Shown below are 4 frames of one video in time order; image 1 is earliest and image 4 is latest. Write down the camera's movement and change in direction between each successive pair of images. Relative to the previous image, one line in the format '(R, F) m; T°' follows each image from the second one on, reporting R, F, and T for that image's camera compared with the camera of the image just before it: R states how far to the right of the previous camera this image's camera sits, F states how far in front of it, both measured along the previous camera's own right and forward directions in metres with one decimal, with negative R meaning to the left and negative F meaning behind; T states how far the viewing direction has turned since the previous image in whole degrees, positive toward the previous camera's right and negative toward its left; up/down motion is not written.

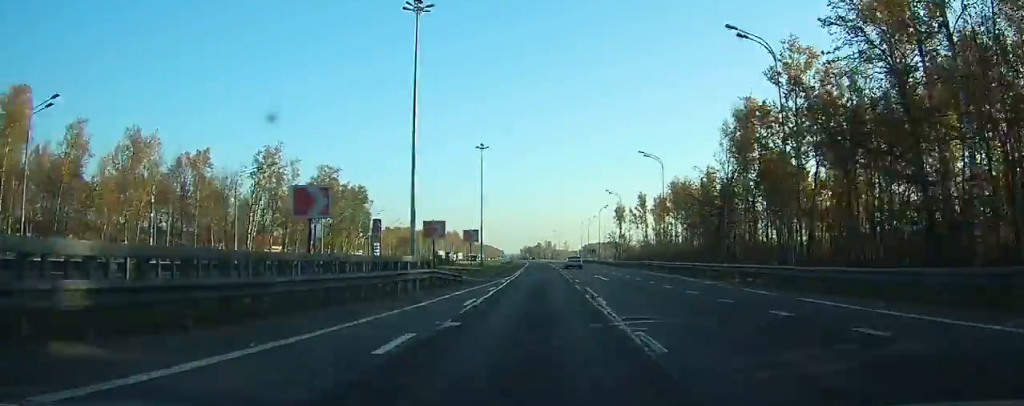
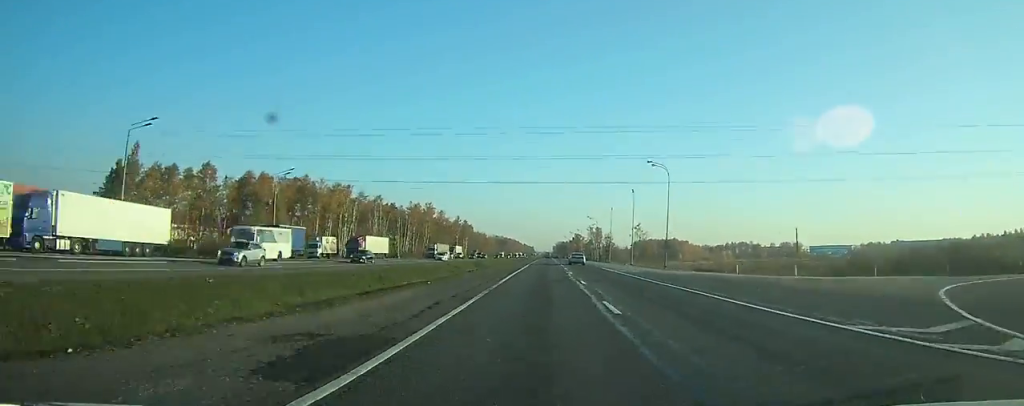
(-3.8, +178.6) m; -3°
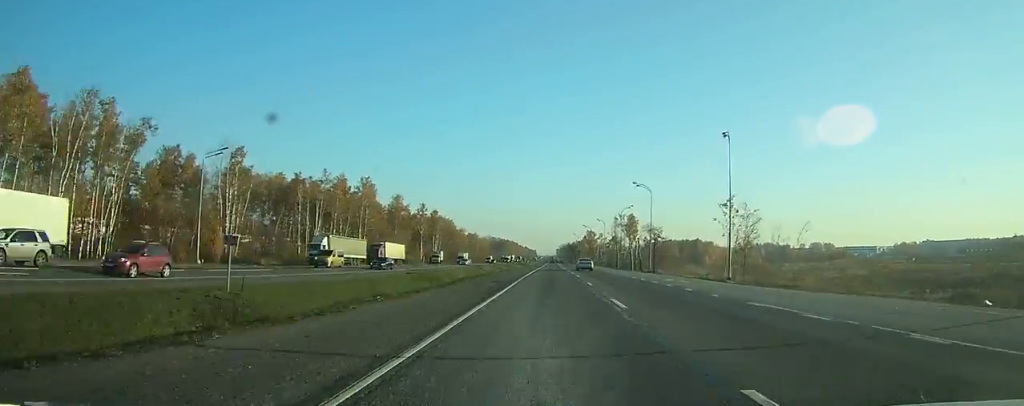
(-0.5, +82.0) m; 0°
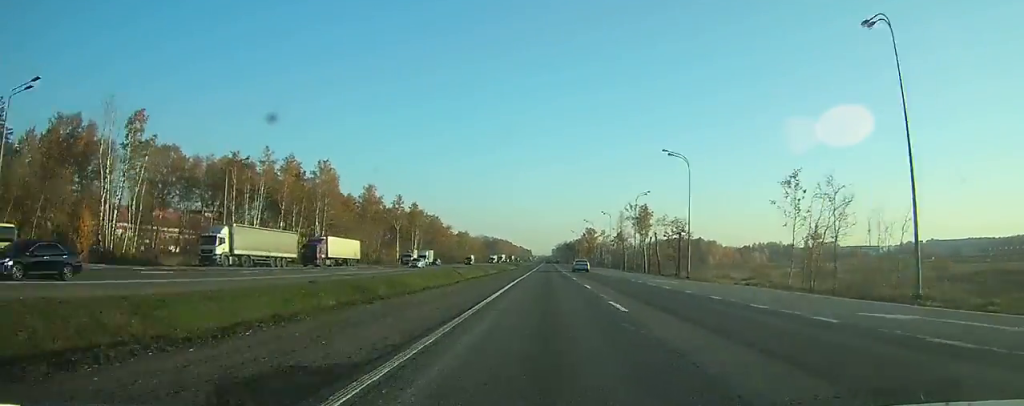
(+0.1, +24.7) m; 0°
